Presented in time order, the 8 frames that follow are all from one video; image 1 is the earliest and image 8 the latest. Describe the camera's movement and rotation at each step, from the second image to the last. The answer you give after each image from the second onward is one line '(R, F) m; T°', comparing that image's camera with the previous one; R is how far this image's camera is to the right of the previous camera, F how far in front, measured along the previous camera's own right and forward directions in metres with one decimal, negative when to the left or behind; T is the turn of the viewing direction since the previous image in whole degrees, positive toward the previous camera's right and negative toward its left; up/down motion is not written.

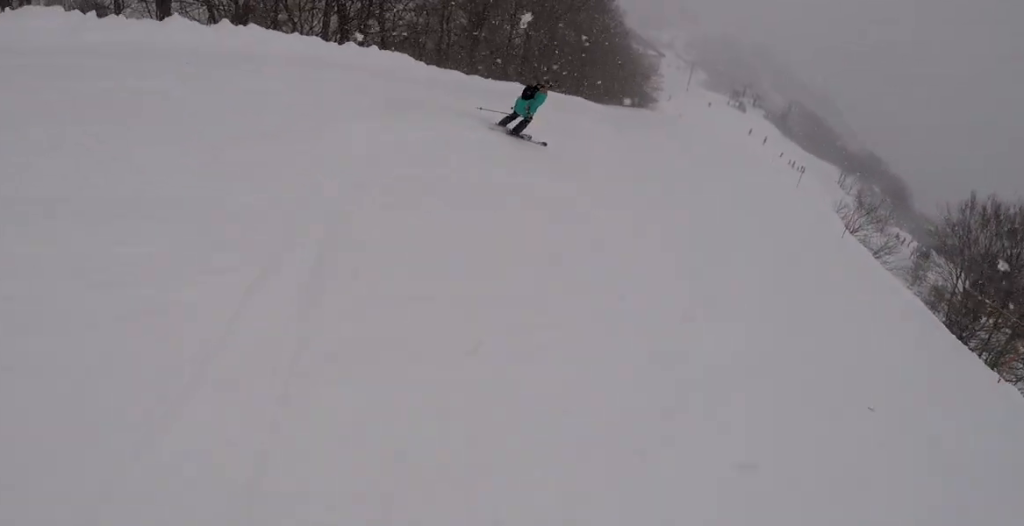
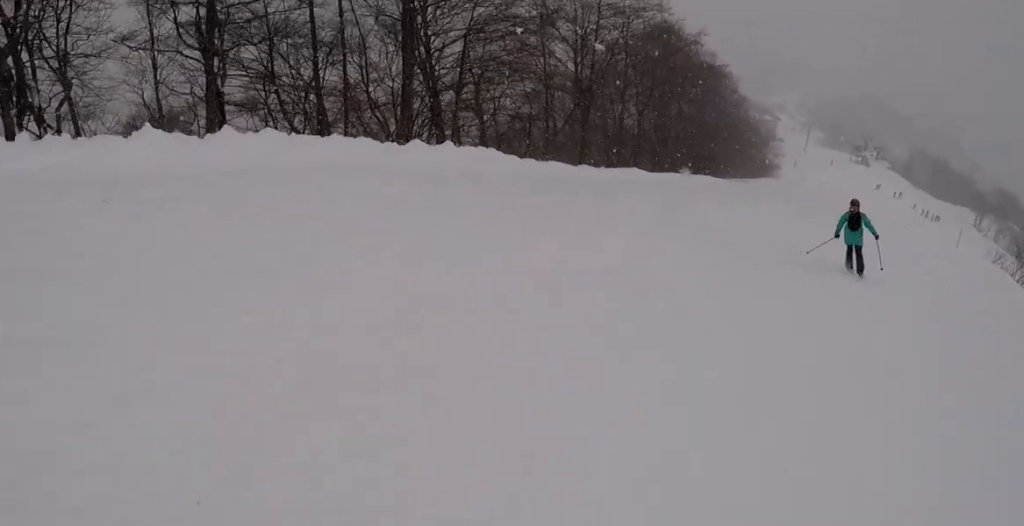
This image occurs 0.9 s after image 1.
(-1.2, +4.3) m; -9°
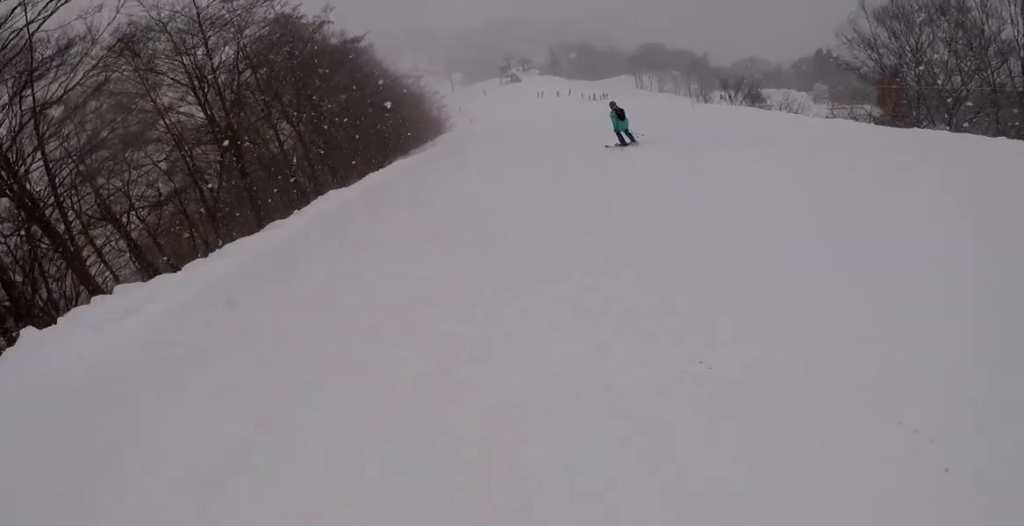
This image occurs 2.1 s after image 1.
(+0.6, +7.2) m; +29°
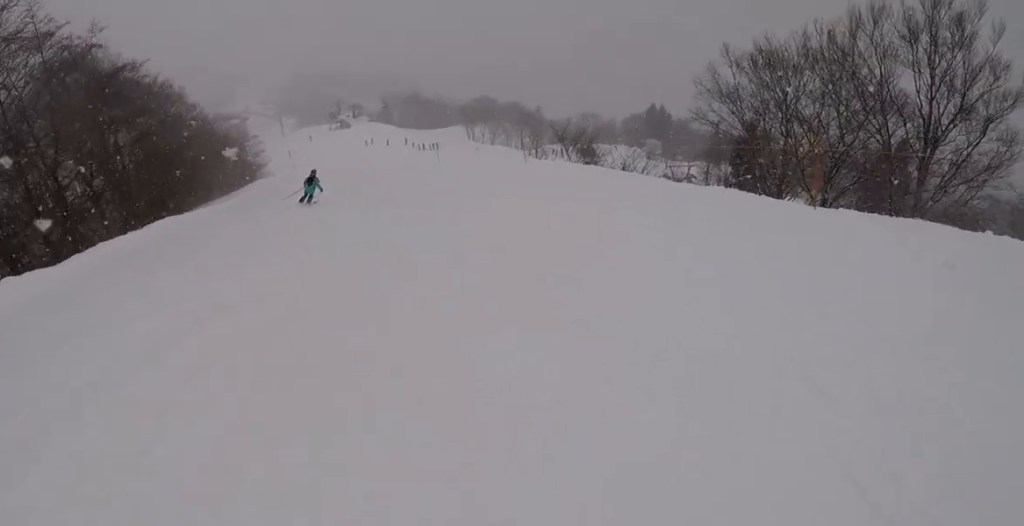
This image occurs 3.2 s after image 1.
(+2.2, +6.6) m; +16°
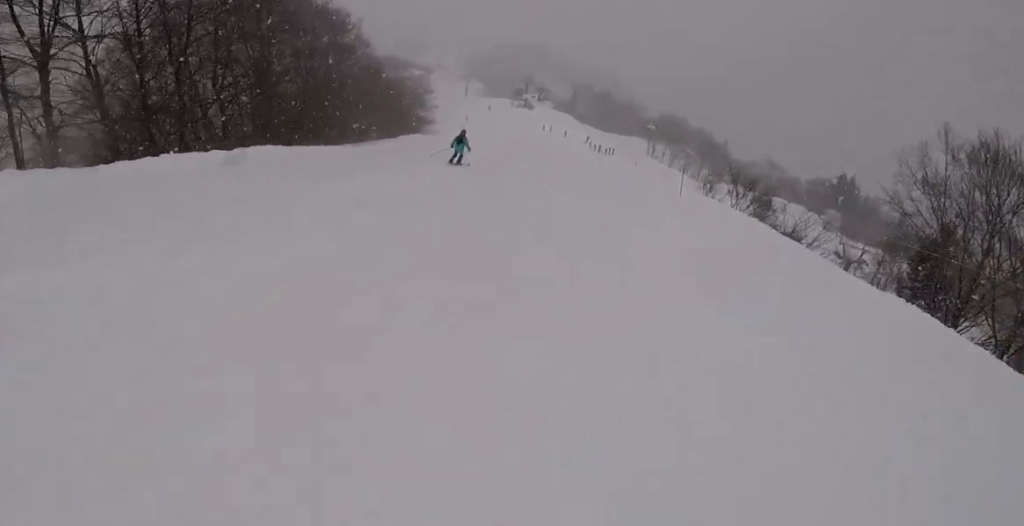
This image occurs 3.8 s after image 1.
(-0.3, +3.9) m; -11°
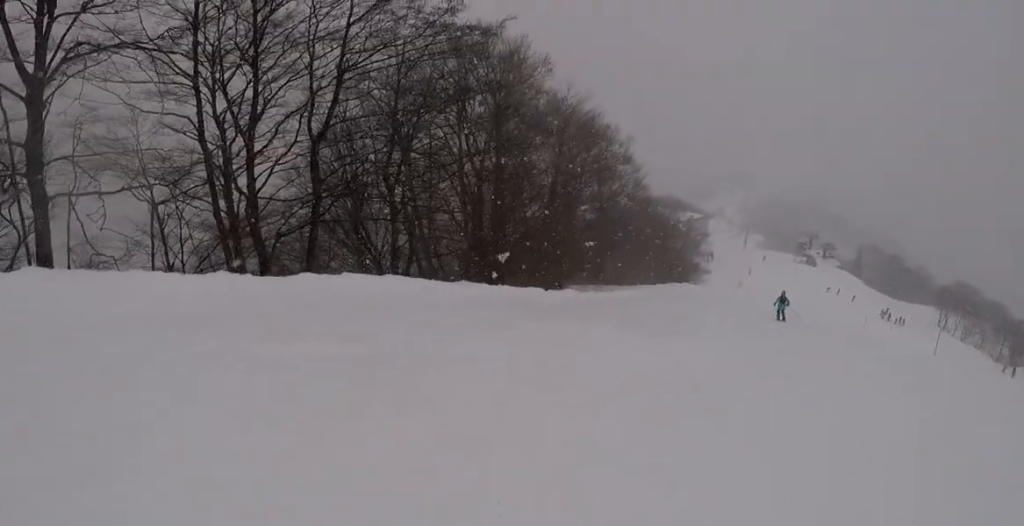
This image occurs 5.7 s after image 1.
(-5.1, +12.1) m; -28°
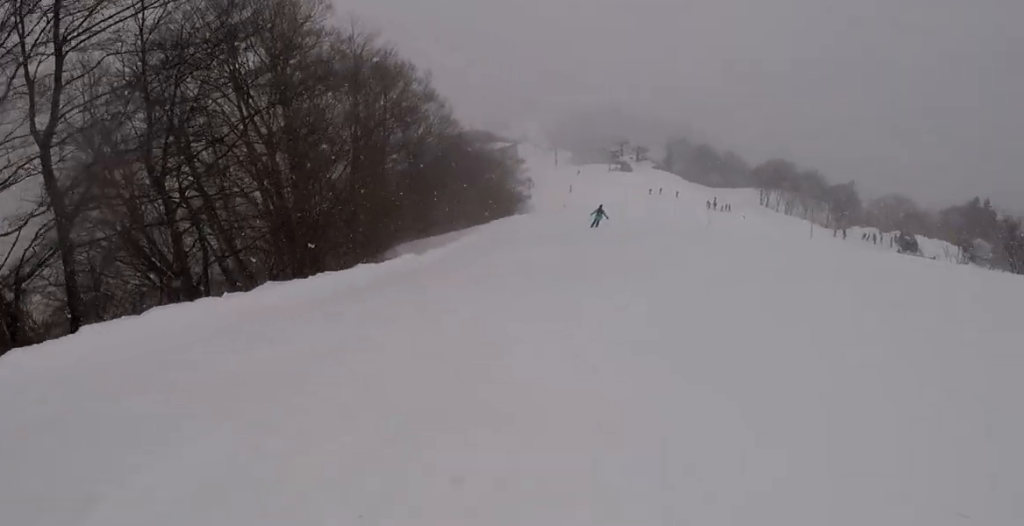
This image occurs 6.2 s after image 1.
(-0.5, +4.3) m; +9°
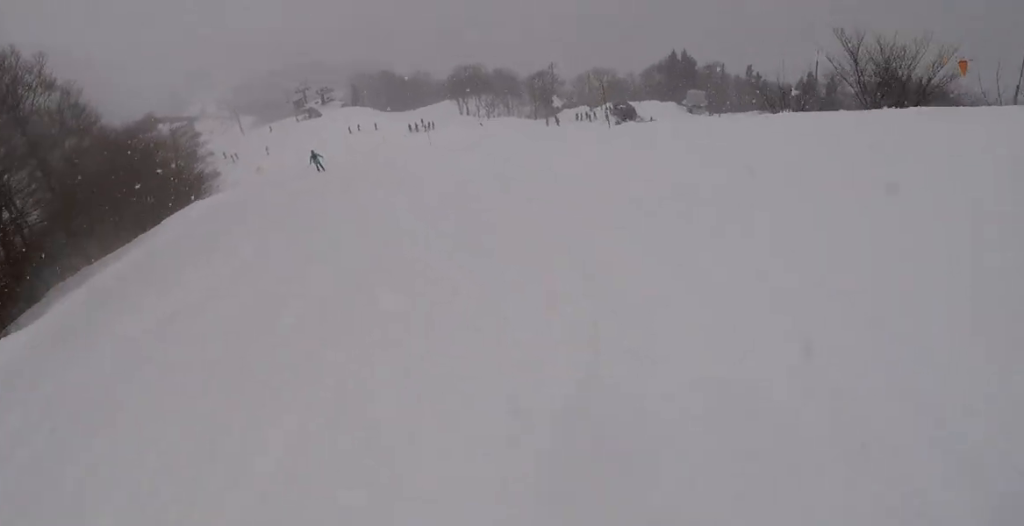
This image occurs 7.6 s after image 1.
(+2.5, +9.6) m; +12°
